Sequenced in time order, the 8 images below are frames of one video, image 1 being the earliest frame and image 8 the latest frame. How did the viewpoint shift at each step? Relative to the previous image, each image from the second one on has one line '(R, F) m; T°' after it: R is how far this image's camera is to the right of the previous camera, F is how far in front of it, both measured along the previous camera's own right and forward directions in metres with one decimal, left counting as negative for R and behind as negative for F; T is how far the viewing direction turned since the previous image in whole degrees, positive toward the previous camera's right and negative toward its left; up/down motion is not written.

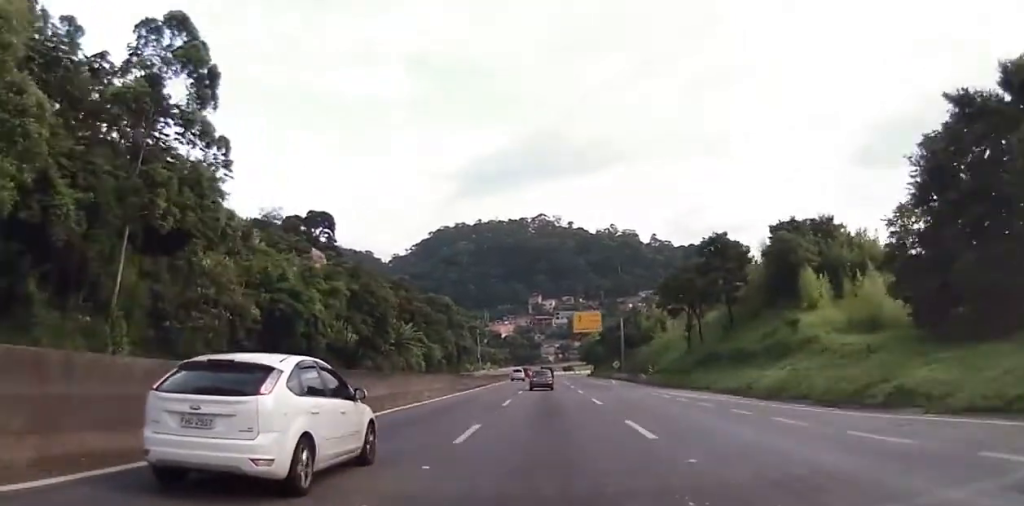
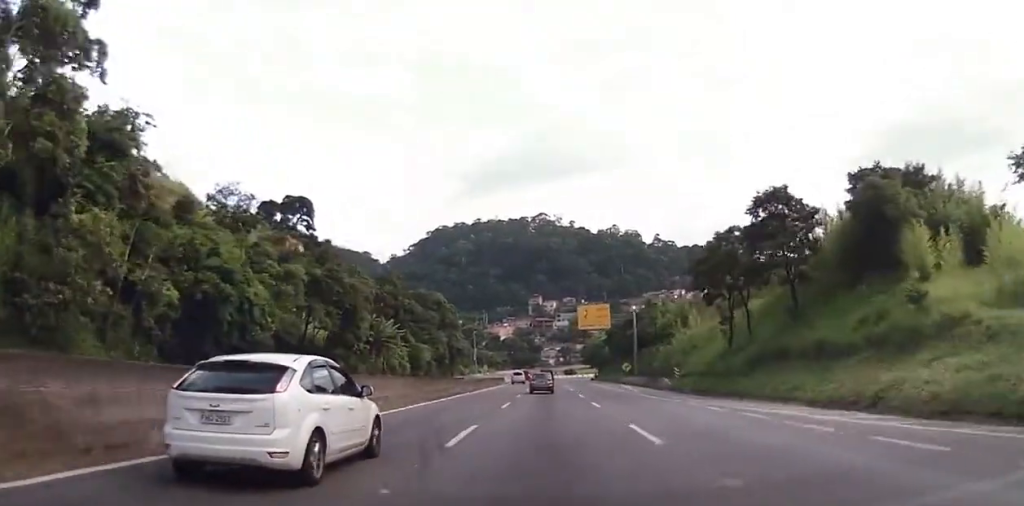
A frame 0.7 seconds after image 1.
(-0.3, +14.2) m; 0°
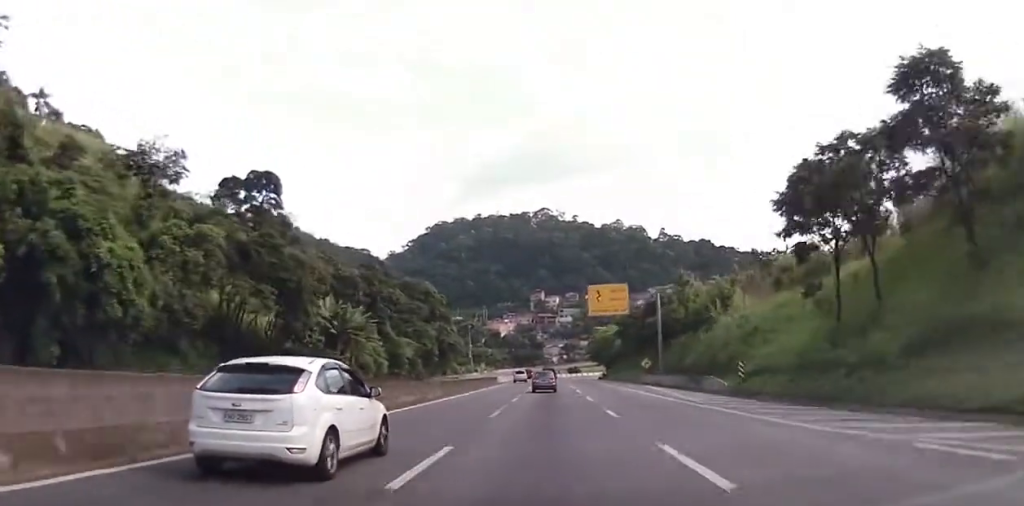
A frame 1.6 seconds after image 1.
(+0.2, +18.1) m; 0°
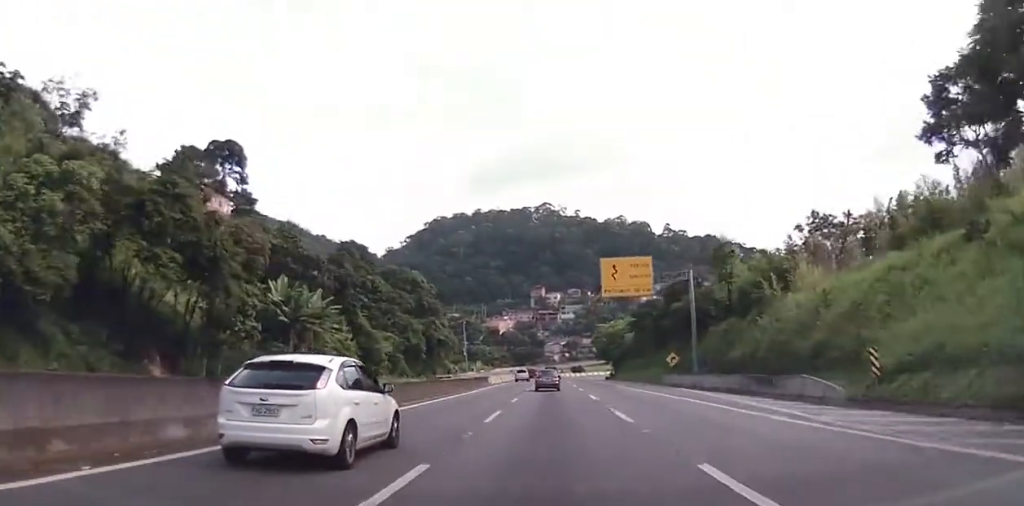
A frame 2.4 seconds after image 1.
(0.0, +15.8) m; 0°
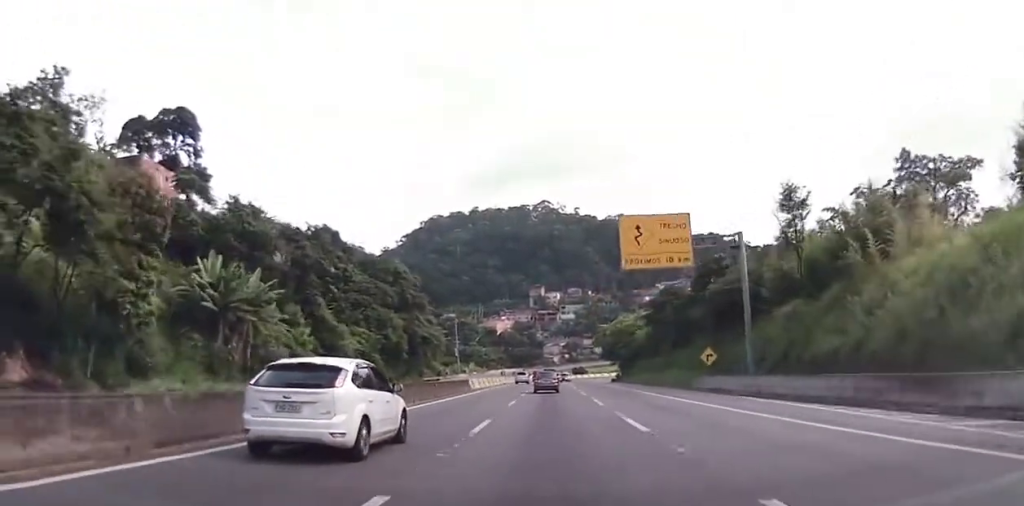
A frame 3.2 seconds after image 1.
(-0.2, +15.0) m; -1°
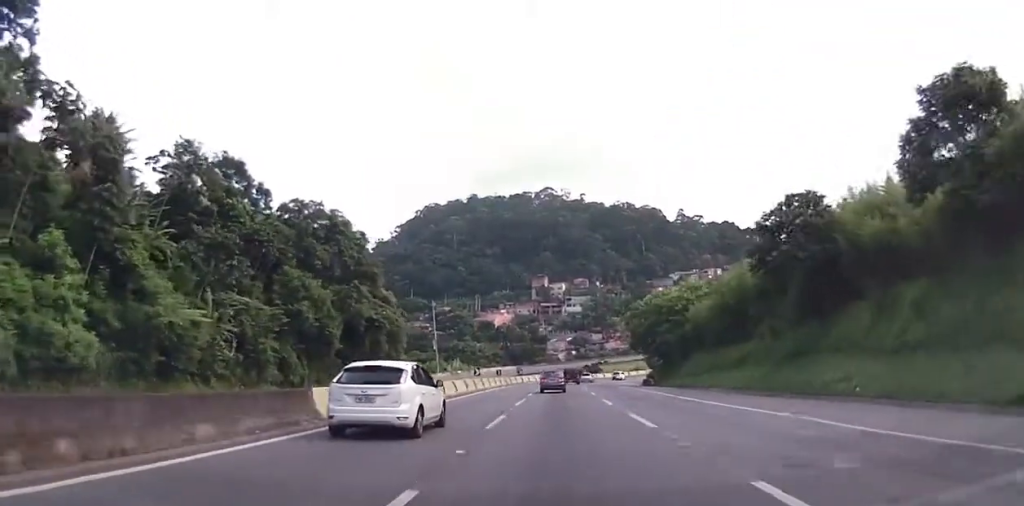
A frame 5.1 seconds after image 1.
(+0.1, +37.5) m; -1°
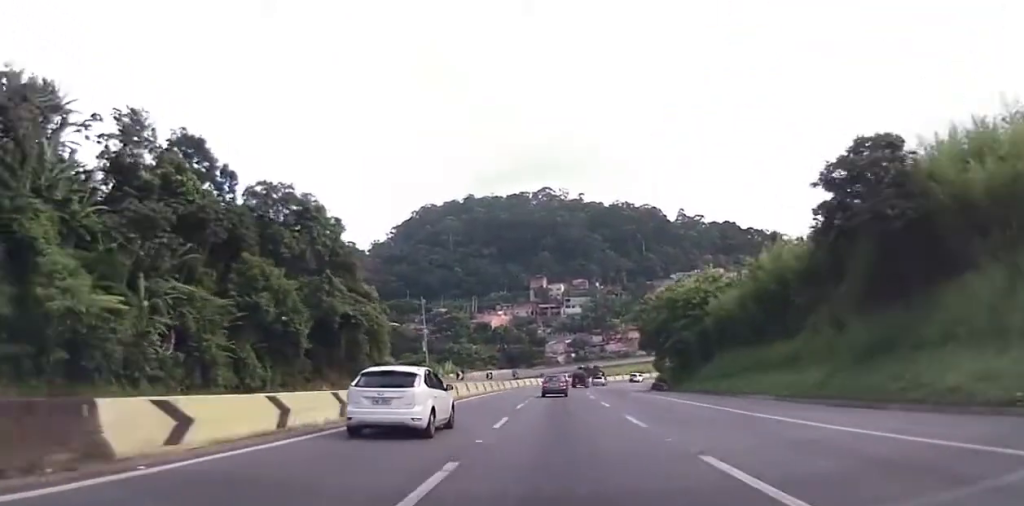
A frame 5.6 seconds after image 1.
(-0.2, +9.2) m; 0°
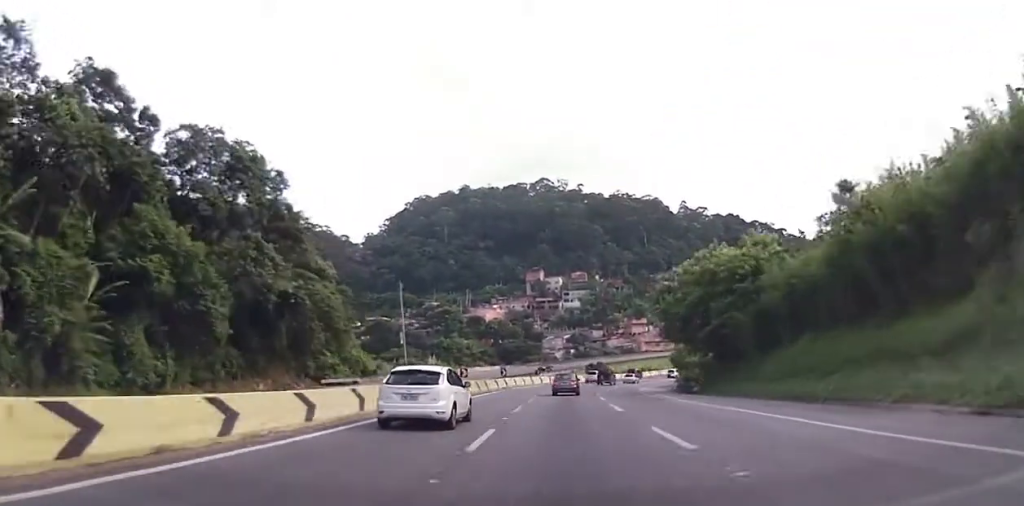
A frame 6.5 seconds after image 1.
(+0.1, +16.5) m; +1°
